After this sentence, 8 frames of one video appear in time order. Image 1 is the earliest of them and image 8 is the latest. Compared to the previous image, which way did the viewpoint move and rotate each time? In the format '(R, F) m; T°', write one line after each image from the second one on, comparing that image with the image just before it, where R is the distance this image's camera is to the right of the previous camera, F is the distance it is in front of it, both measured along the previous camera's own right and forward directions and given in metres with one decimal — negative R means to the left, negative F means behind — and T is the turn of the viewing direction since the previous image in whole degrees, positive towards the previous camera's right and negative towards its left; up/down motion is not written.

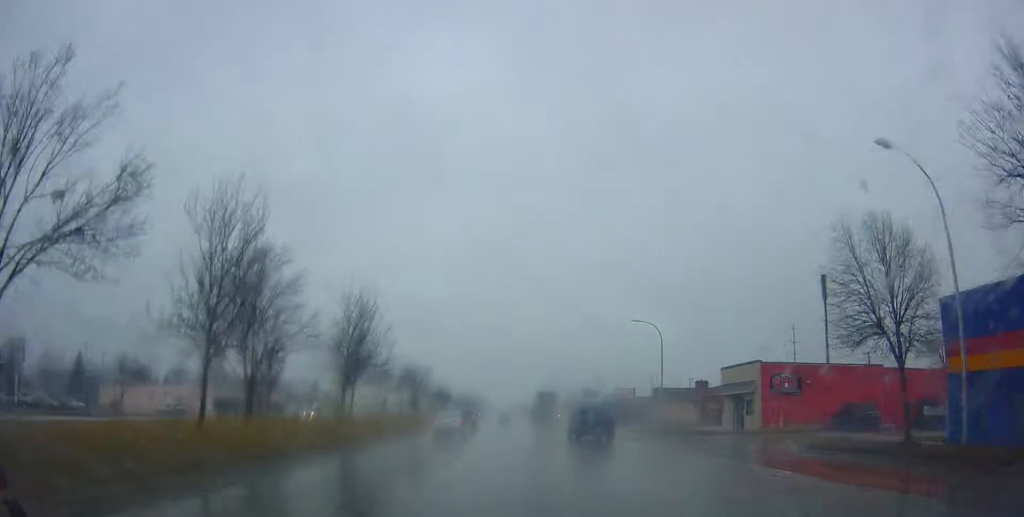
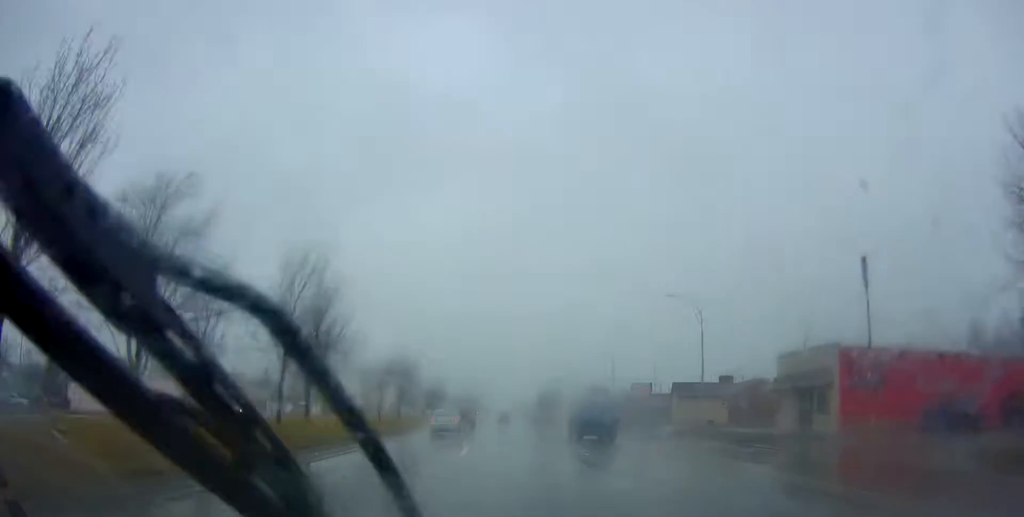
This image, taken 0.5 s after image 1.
(-0.4, +10.6) m; 0°
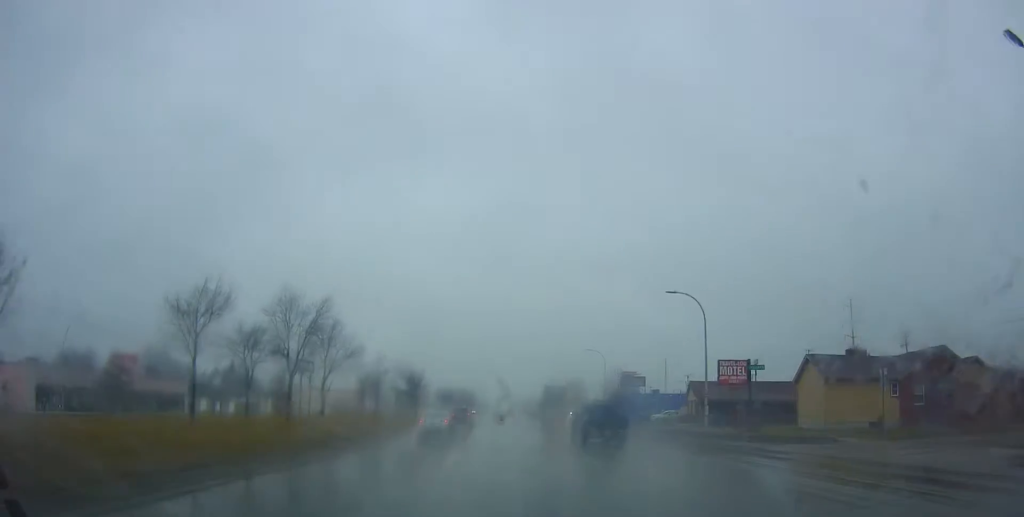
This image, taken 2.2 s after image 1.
(+1.4, +32.3) m; +3°
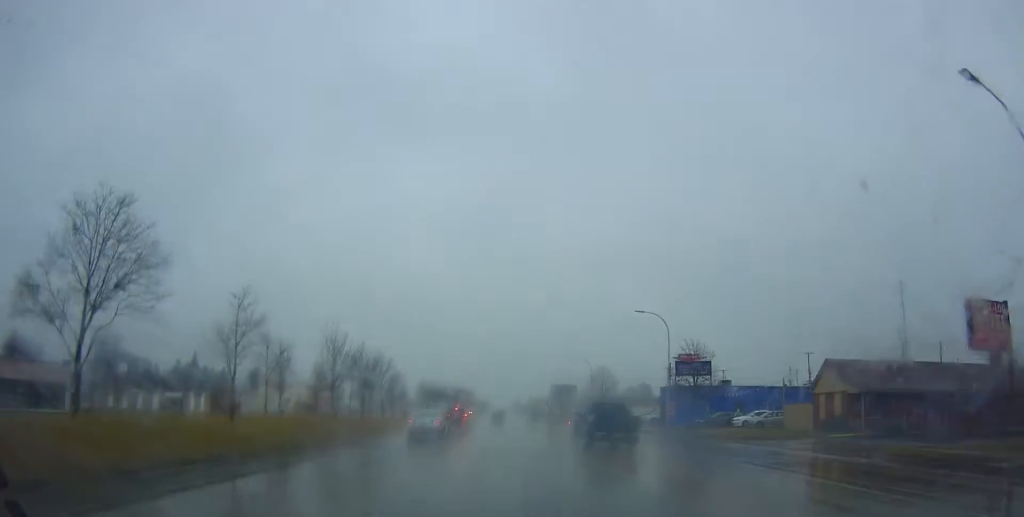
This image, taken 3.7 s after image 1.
(+0.1, +28.6) m; -2°
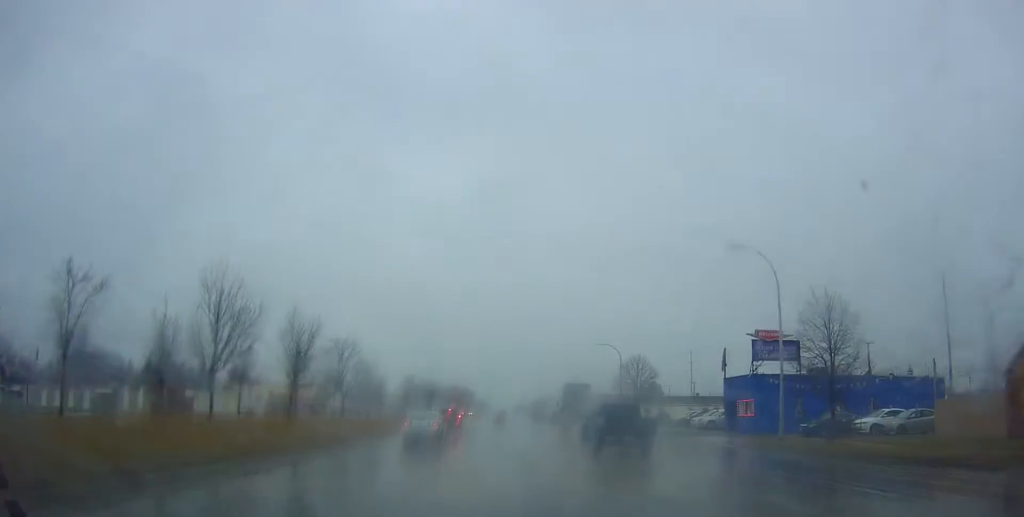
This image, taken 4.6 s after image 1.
(-0.6, +18.7) m; -2°
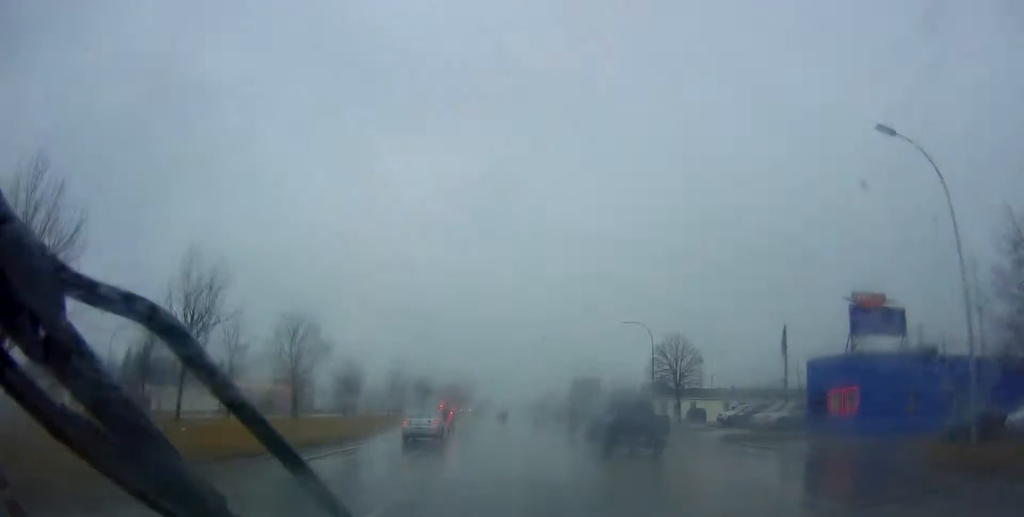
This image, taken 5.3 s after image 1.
(0.0, +12.9) m; +1°
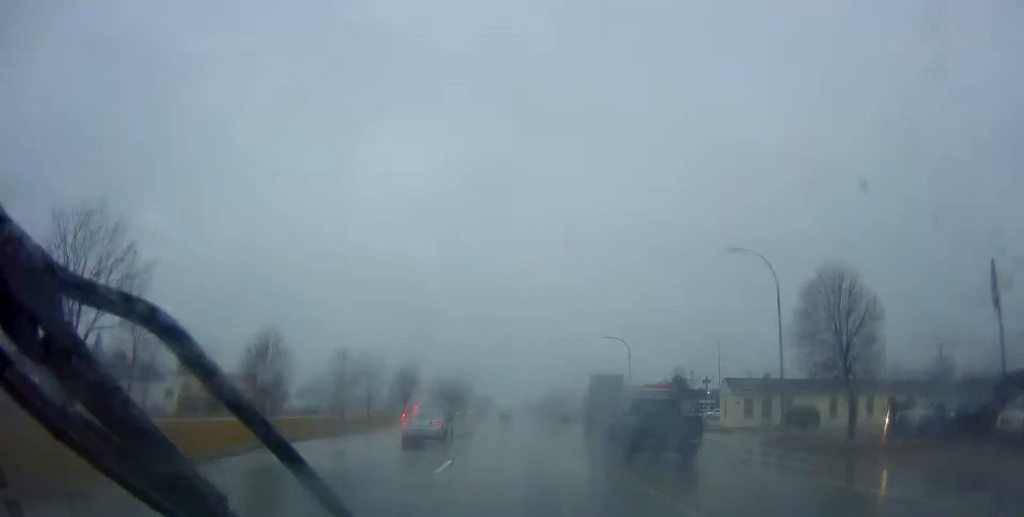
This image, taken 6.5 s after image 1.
(+0.6, +23.8) m; 0°
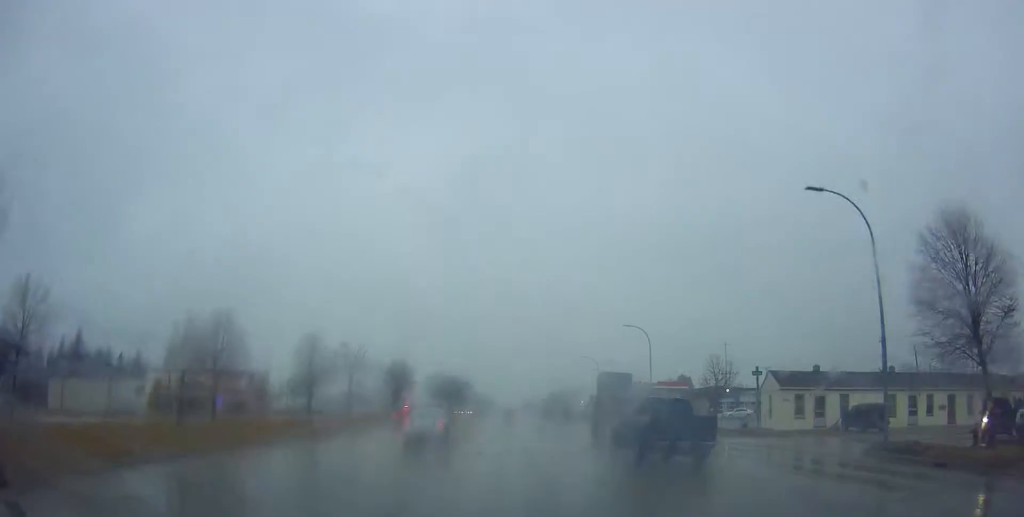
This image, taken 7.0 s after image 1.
(-0.2, +8.3) m; -1°
